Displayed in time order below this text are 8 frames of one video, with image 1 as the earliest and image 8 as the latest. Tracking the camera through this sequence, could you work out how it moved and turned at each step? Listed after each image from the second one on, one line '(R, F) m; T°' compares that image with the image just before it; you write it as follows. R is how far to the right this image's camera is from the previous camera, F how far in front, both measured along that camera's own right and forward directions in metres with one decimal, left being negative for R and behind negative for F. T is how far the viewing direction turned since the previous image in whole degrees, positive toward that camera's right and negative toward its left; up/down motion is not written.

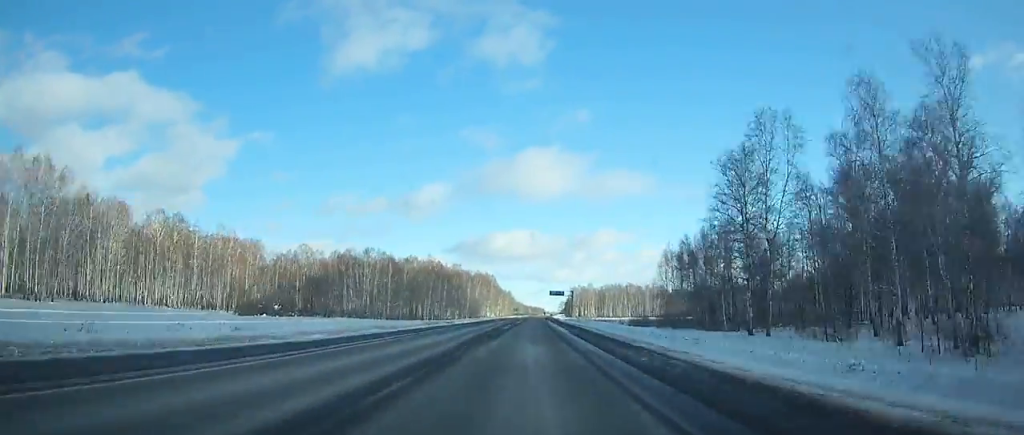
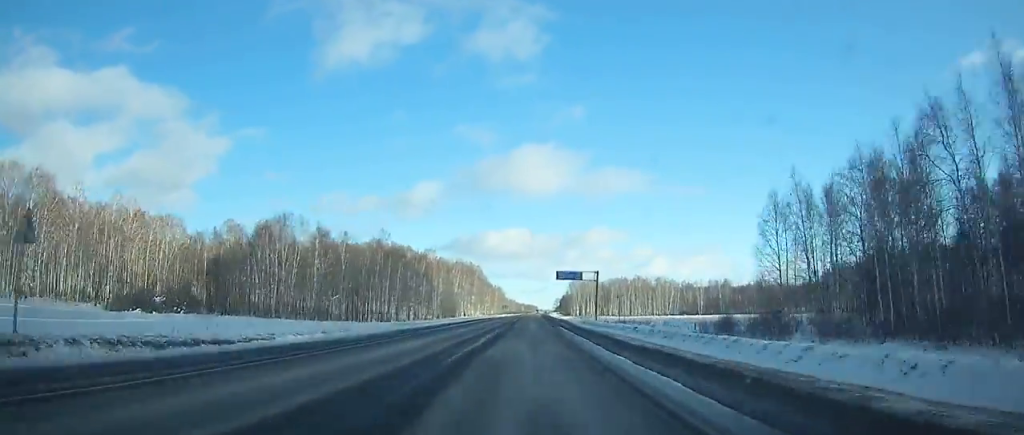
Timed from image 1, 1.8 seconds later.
(+0.5, +51.3) m; +1°
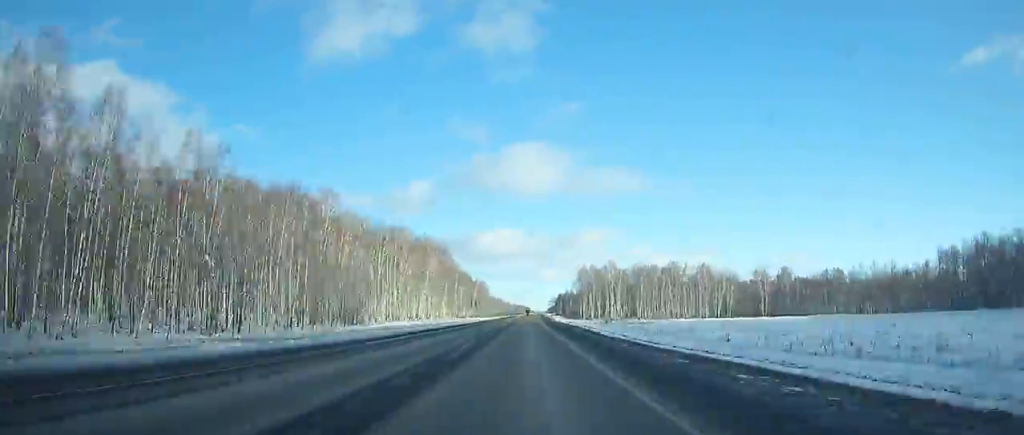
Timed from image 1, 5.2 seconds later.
(+0.7, +101.6) m; +1°
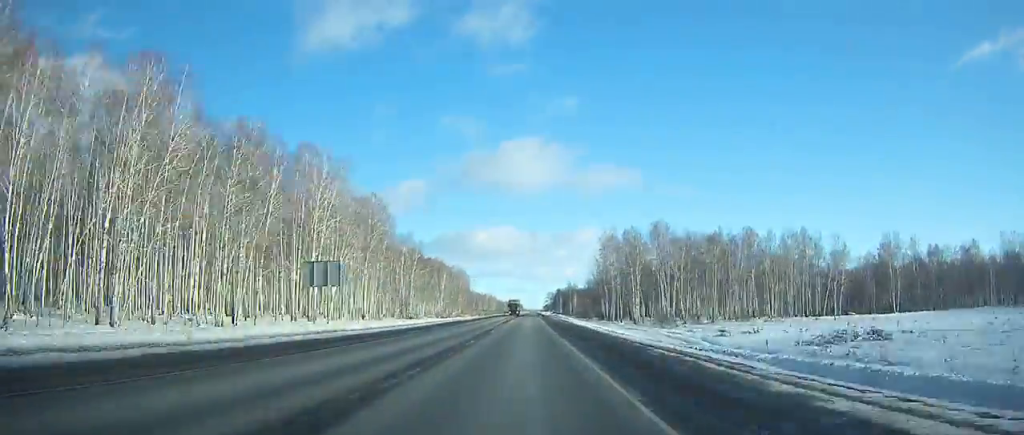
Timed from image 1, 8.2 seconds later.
(+0.6, +93.7) m; +1°
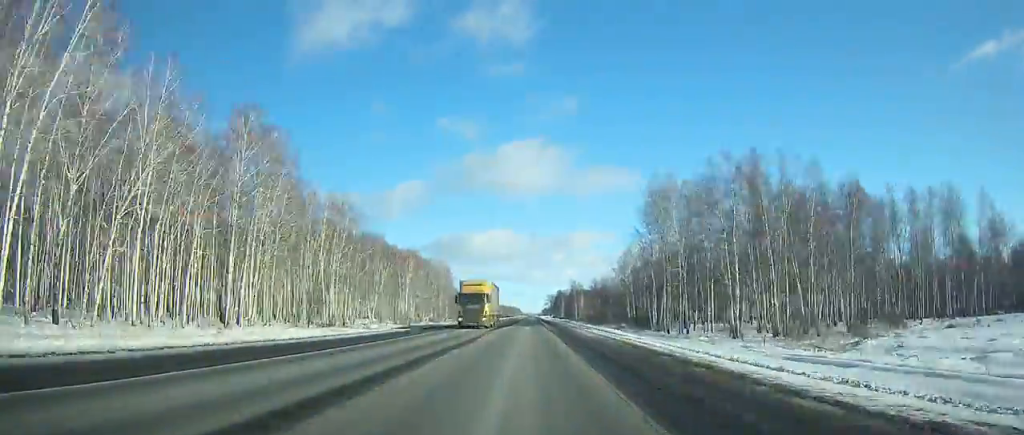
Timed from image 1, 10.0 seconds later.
(+0.2, +56.6) m; 0°
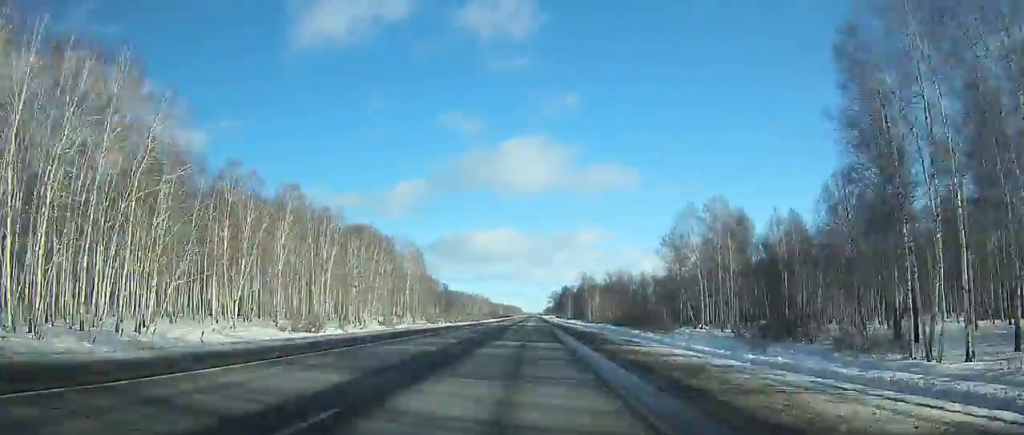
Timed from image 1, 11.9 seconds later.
(+0.1, +59.8) m; 0°
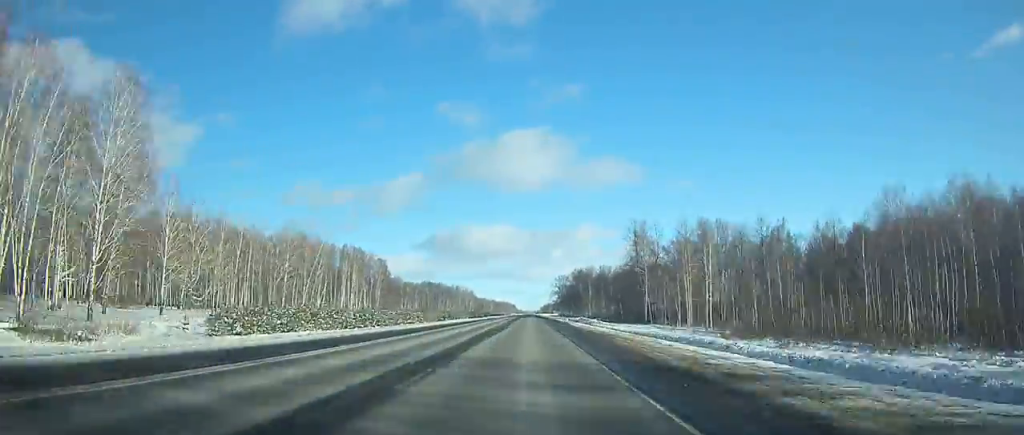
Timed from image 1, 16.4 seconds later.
(+0.3, +141.2) m; 0°
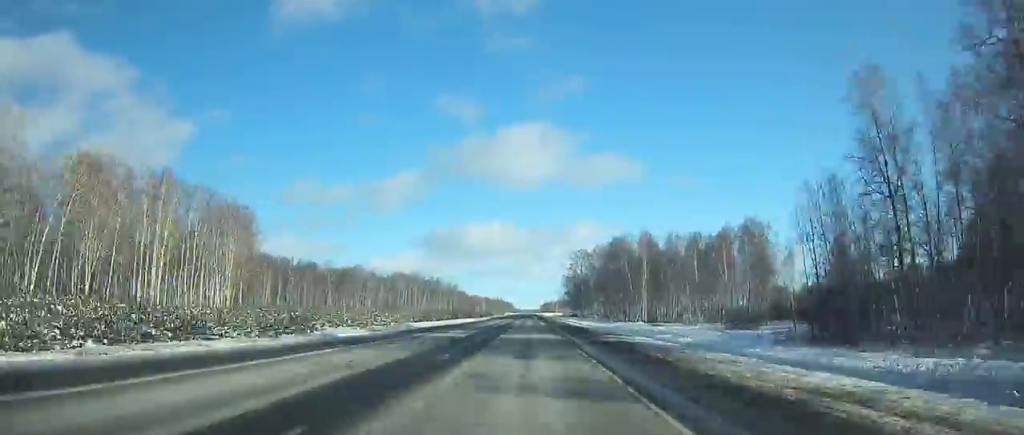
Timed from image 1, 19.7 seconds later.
(0.0, +103.1) m; 0°
